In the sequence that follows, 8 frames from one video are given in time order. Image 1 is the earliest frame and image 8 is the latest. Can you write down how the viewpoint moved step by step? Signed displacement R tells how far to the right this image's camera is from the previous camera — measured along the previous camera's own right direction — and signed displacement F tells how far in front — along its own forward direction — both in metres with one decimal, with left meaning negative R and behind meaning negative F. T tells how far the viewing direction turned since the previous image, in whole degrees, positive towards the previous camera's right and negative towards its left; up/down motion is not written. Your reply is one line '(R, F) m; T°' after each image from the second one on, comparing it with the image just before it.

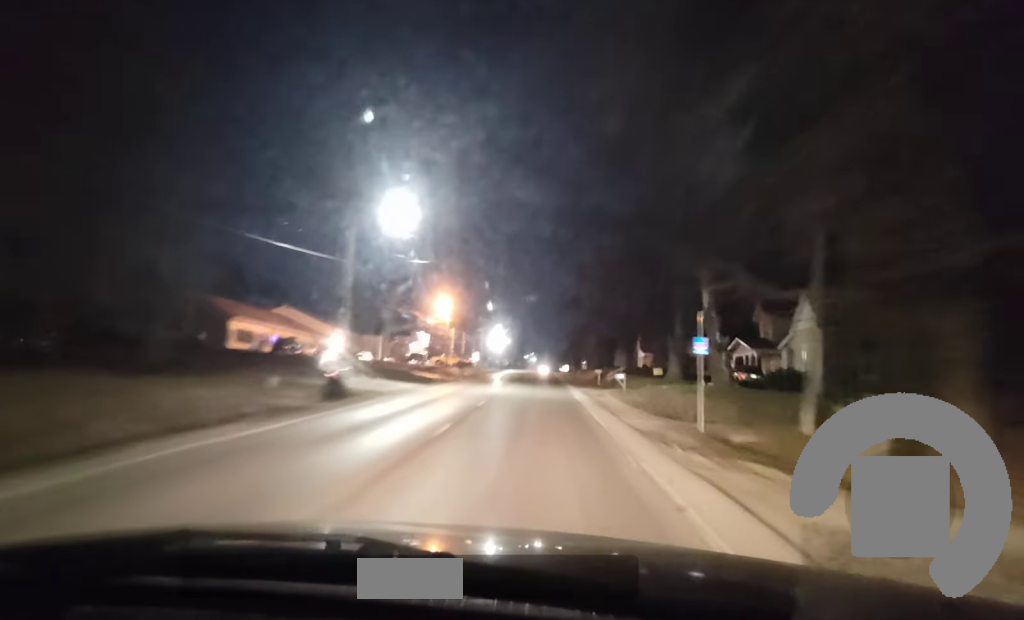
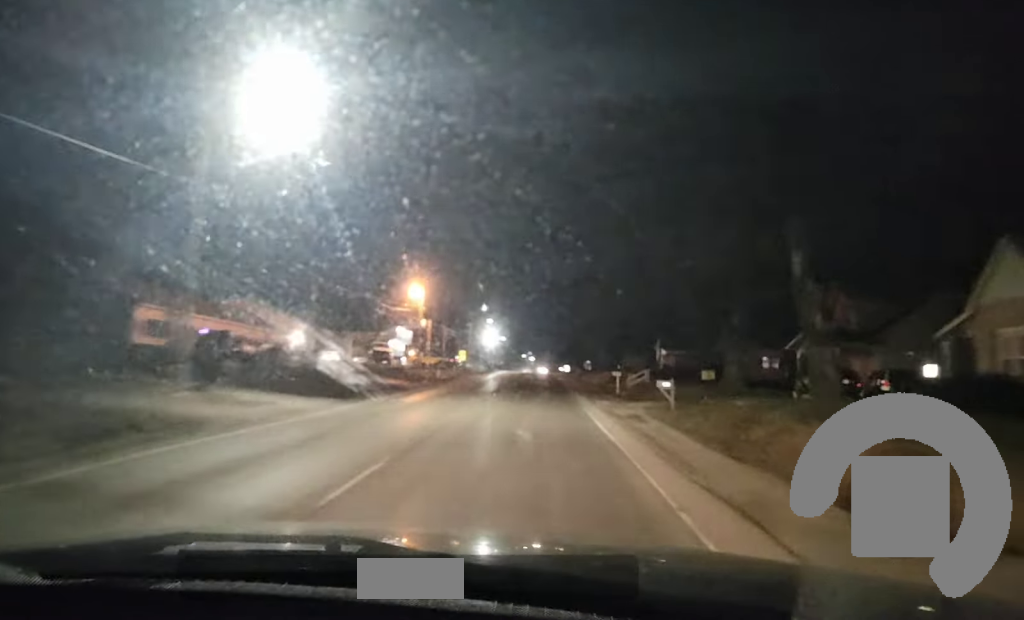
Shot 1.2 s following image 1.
(-0.1, +19.1) m; 0°
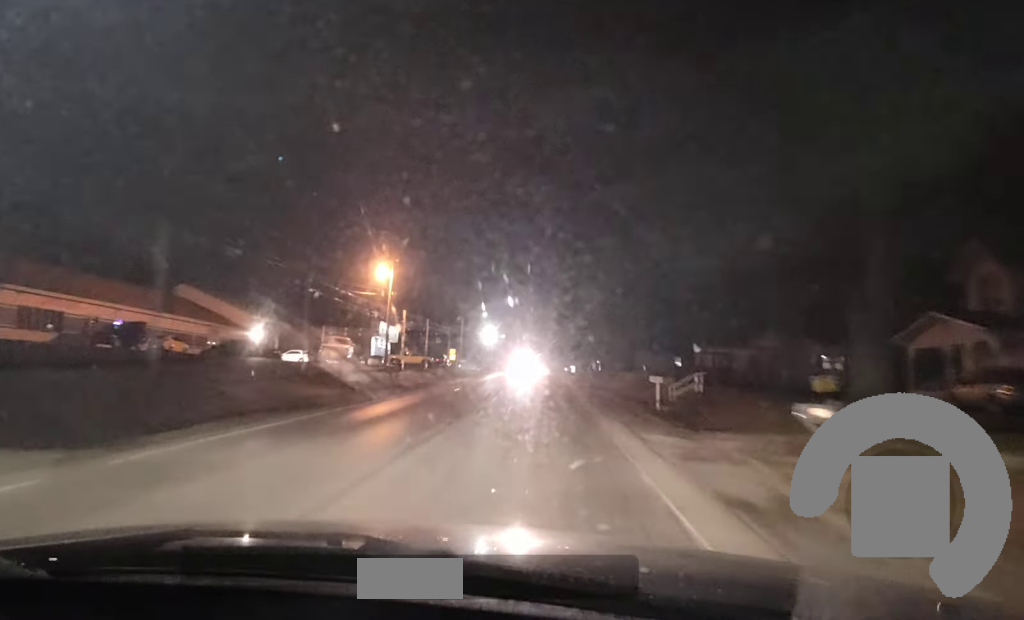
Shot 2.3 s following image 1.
(+0.1, +17.6) m; 0°
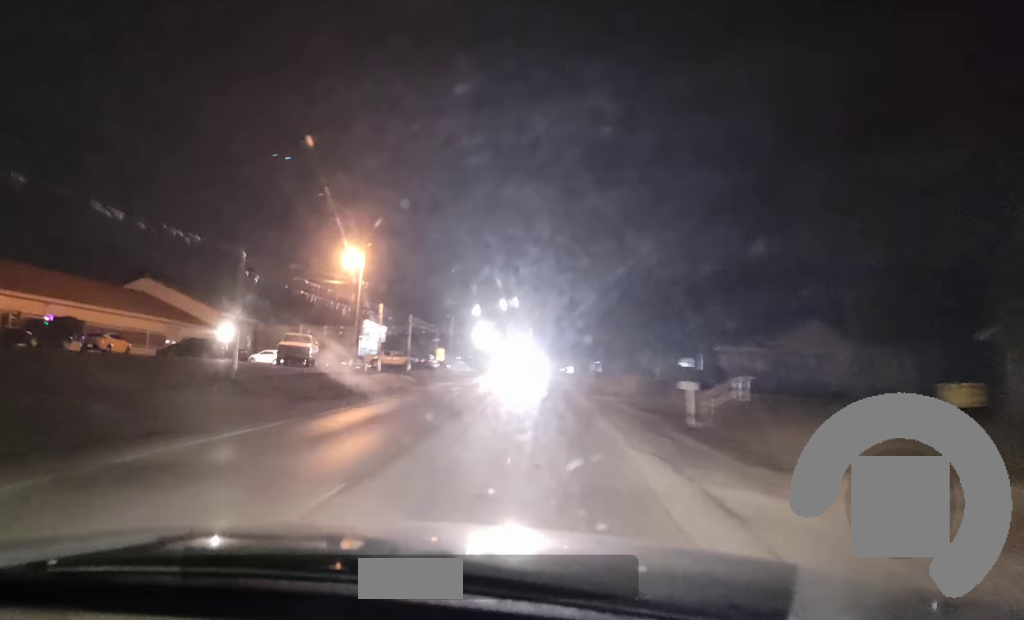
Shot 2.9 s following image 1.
(0.0, +9.6) m; 0°
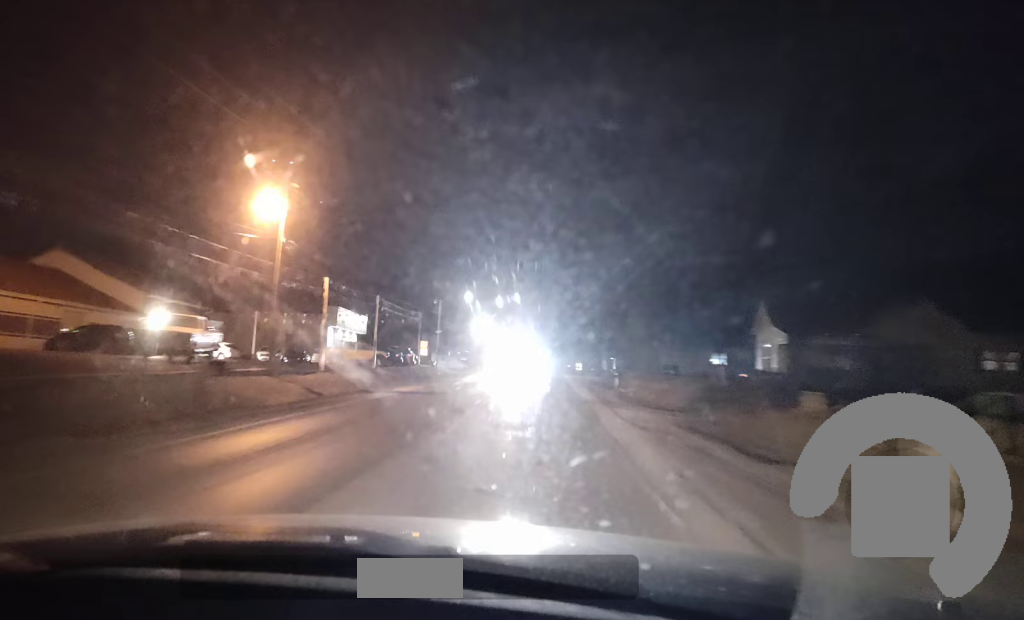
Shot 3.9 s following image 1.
(0.0, +15.3) m; +1°
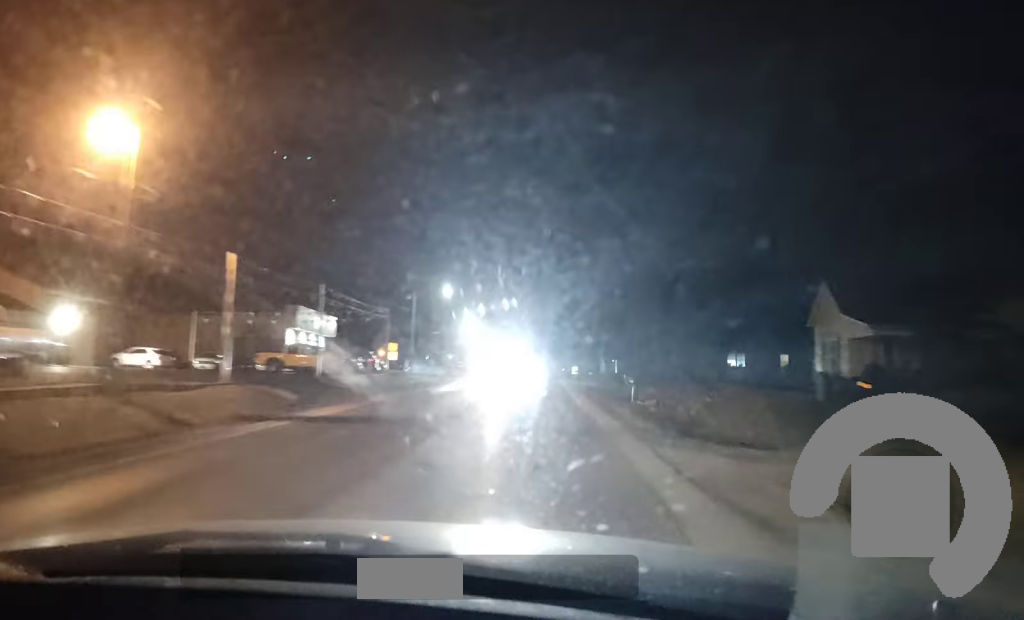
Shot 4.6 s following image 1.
(+0.1, +12.1) m; 0°
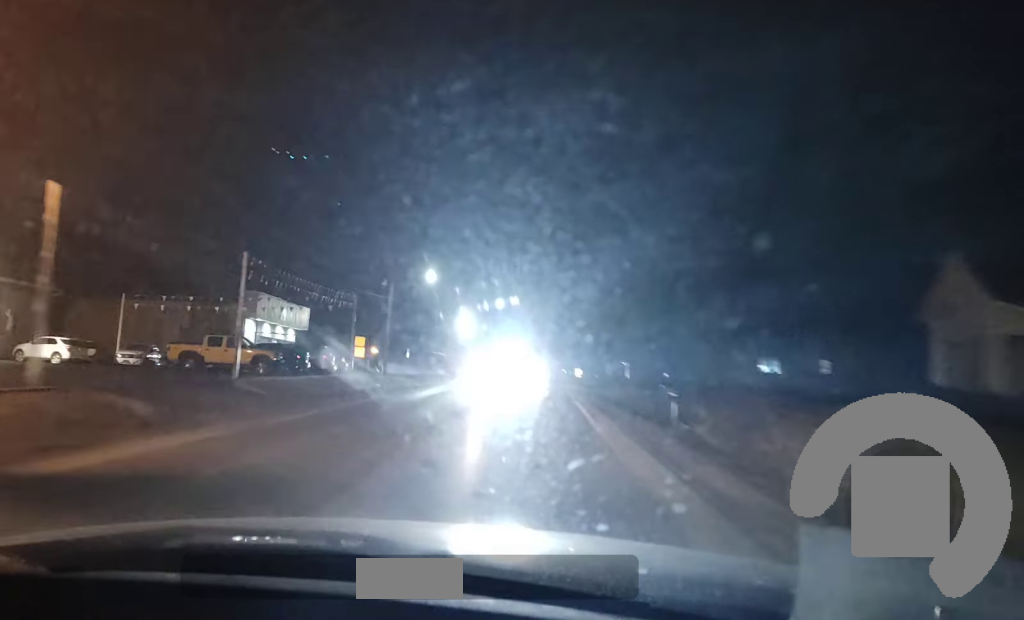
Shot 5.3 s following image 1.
(0.0, +11.3) m; +1°
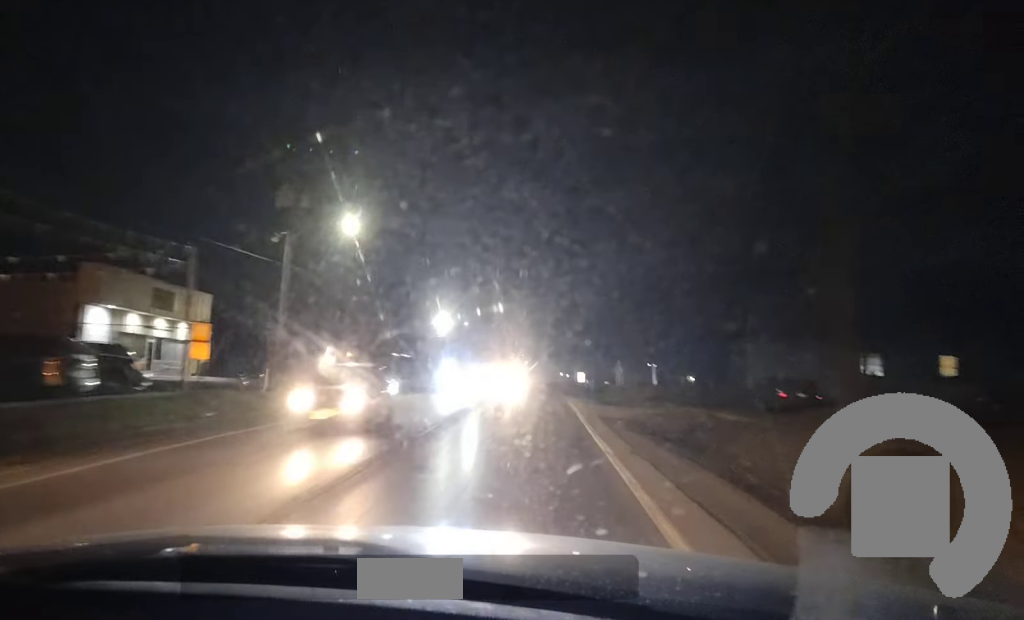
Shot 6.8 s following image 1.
(+0.3, +23.6) m; -1°
